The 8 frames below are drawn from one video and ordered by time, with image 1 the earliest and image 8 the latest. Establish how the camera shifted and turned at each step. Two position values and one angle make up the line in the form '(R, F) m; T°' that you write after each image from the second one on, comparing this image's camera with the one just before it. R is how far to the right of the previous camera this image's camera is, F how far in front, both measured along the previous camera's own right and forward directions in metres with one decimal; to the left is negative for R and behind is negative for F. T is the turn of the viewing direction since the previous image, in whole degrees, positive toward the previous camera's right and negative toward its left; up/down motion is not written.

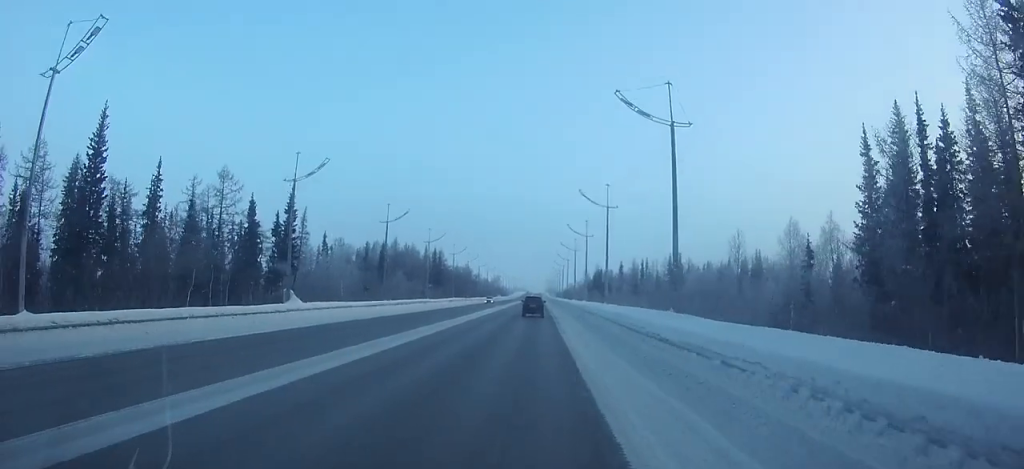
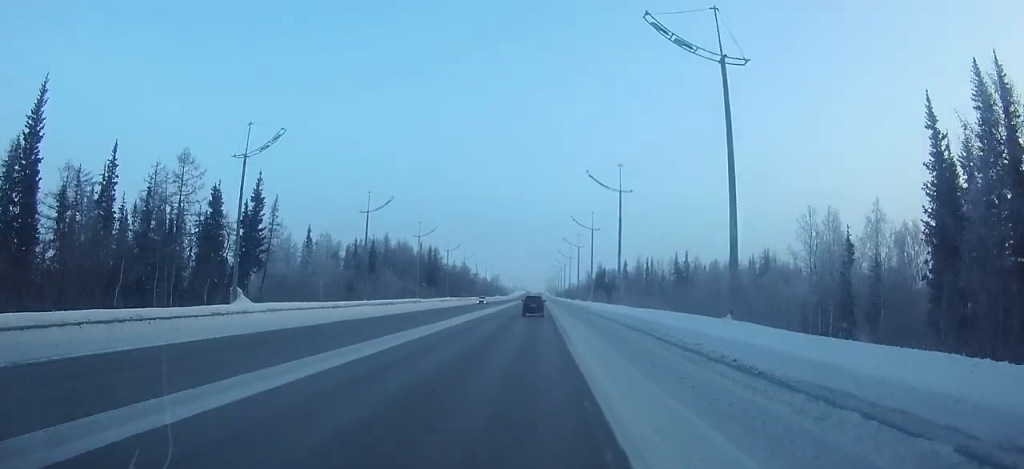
(0.0, +7.6) m; 0°
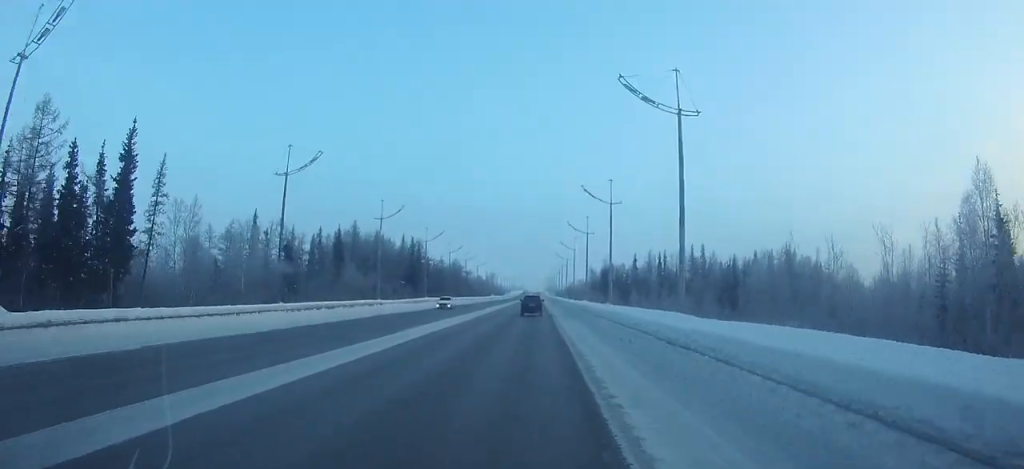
(0.0, +19.0) m; 0°
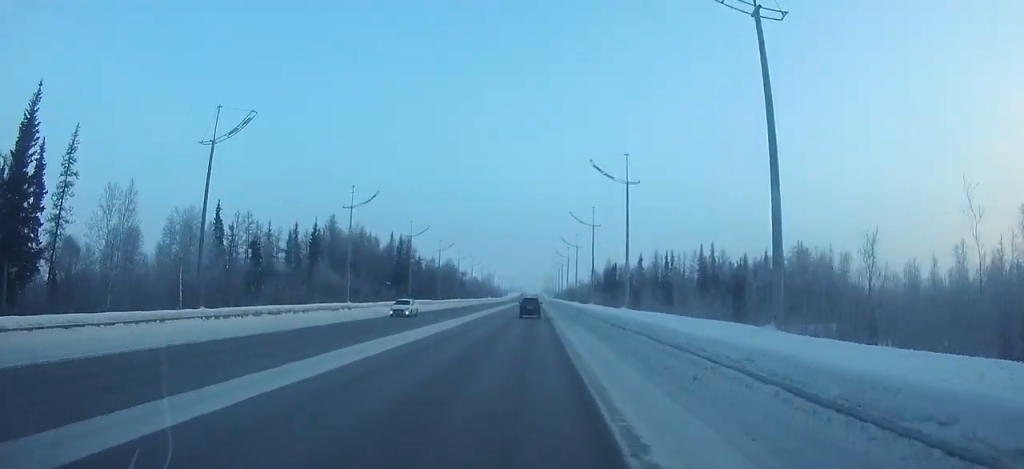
(0.0, +9.7) m; 0°
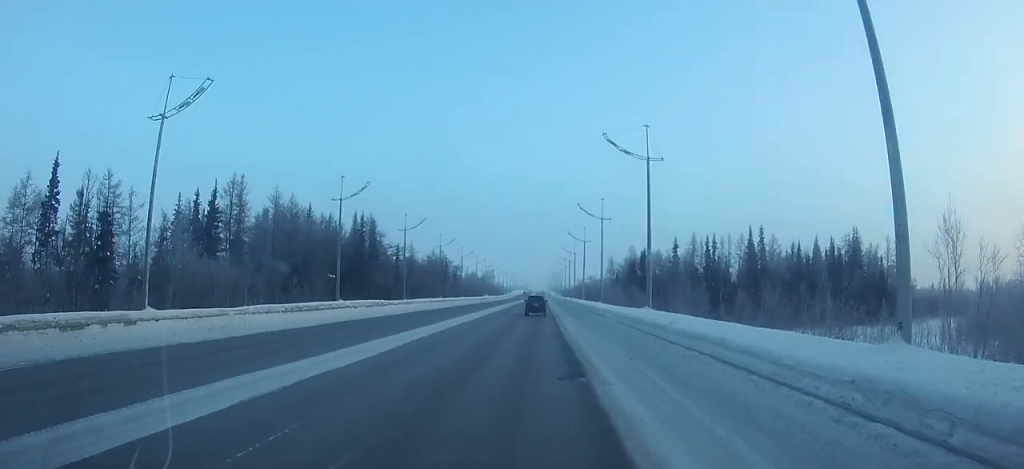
(-0.1, +29.7) m; 0°
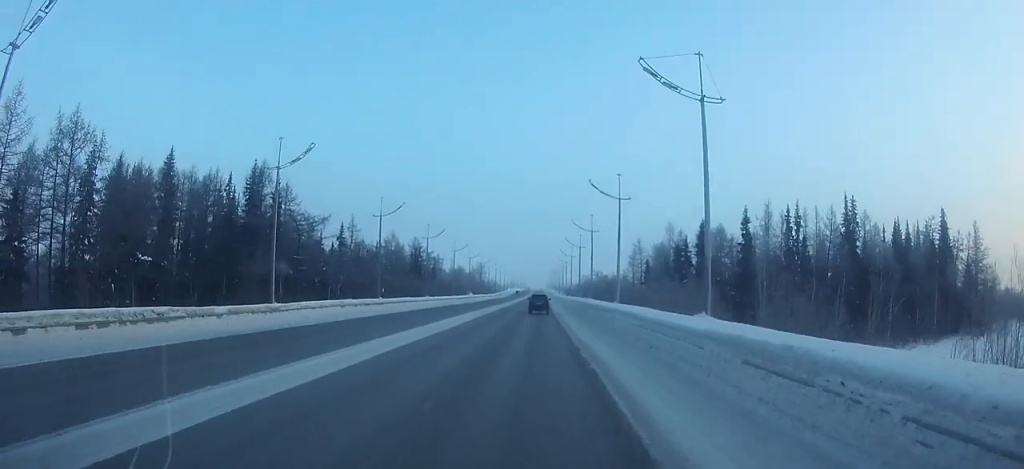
(0.0, +36.5) m; +1°
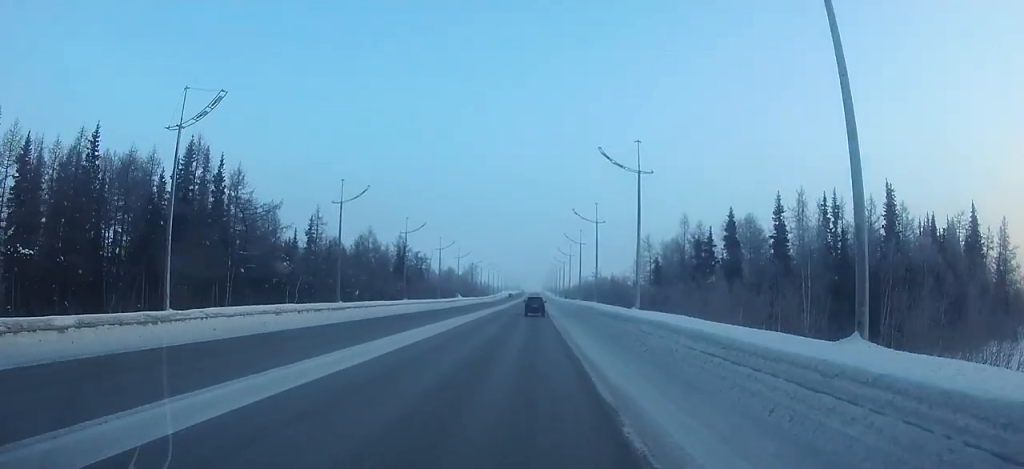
(0.0, +11.2) m; 0°
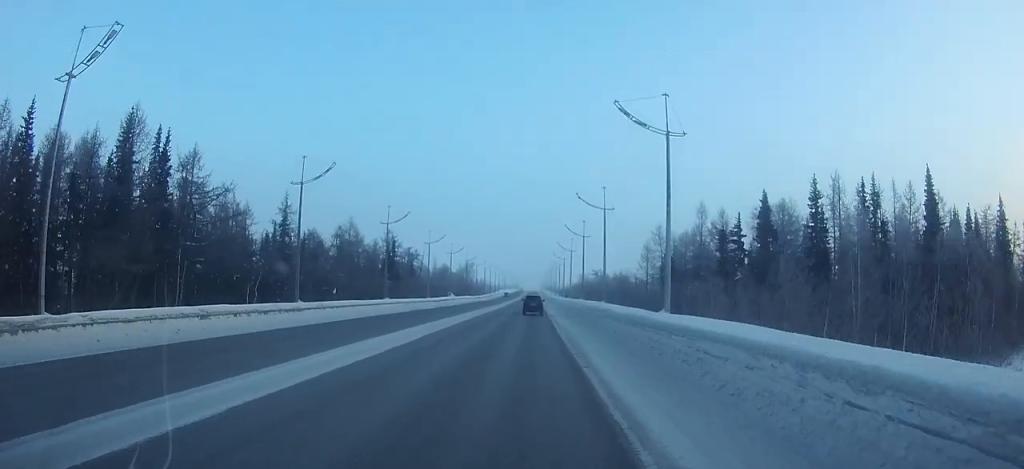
(0.0, +8.6) m; 0°
